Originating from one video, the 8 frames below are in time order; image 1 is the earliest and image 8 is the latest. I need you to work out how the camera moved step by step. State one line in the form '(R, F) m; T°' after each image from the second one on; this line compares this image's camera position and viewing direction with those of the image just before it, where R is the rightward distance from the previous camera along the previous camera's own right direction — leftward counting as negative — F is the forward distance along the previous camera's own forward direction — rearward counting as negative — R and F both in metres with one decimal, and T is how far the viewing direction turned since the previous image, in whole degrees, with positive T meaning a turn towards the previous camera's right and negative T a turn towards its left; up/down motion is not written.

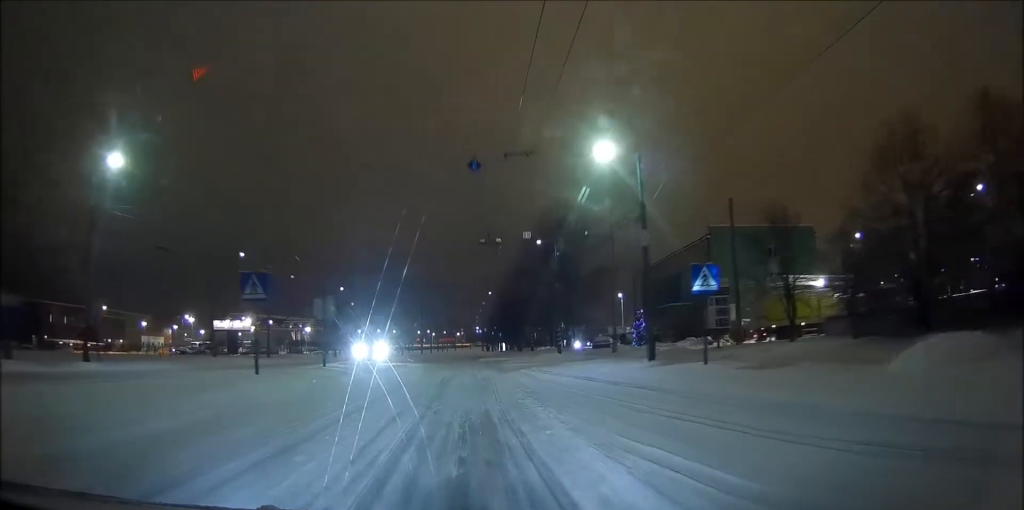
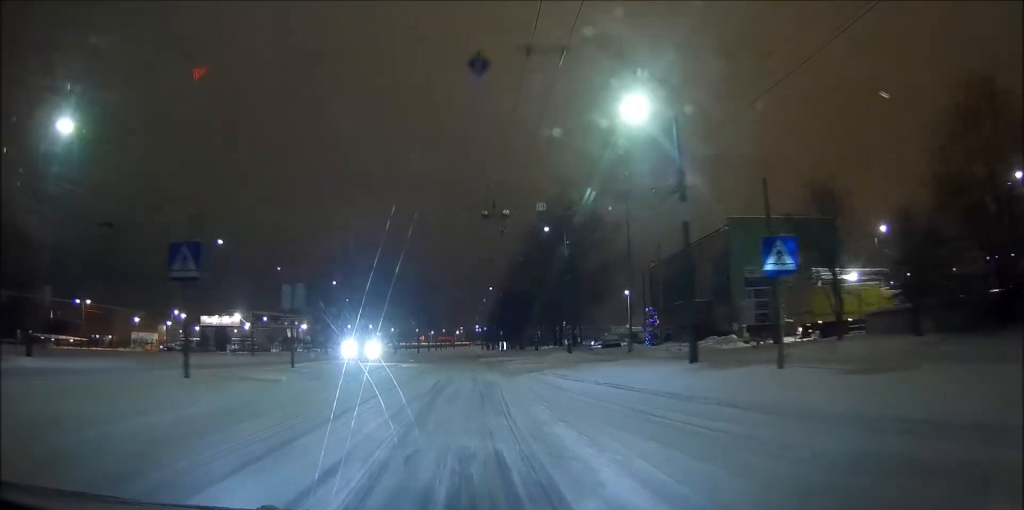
(0.0, +5.5) m; 0°
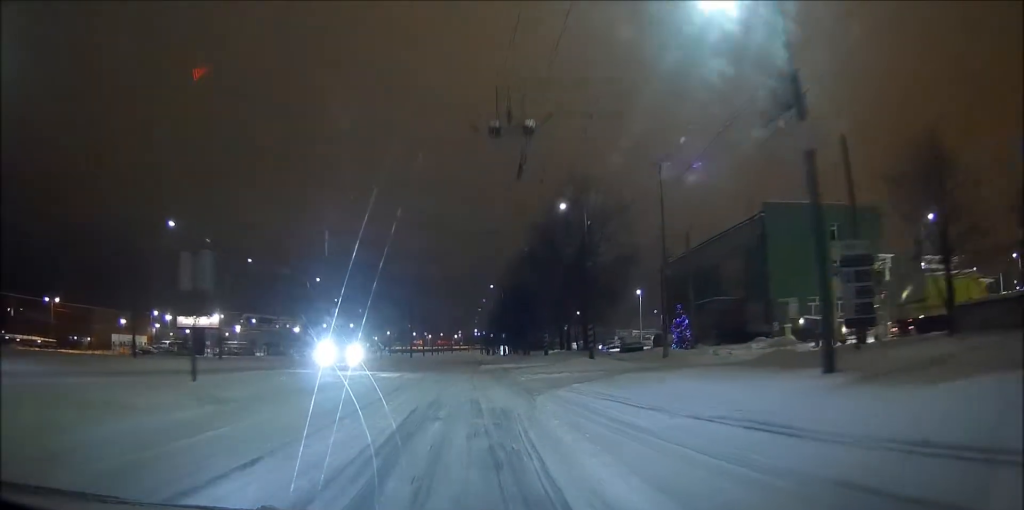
(0.0, +9.4) m; 0°
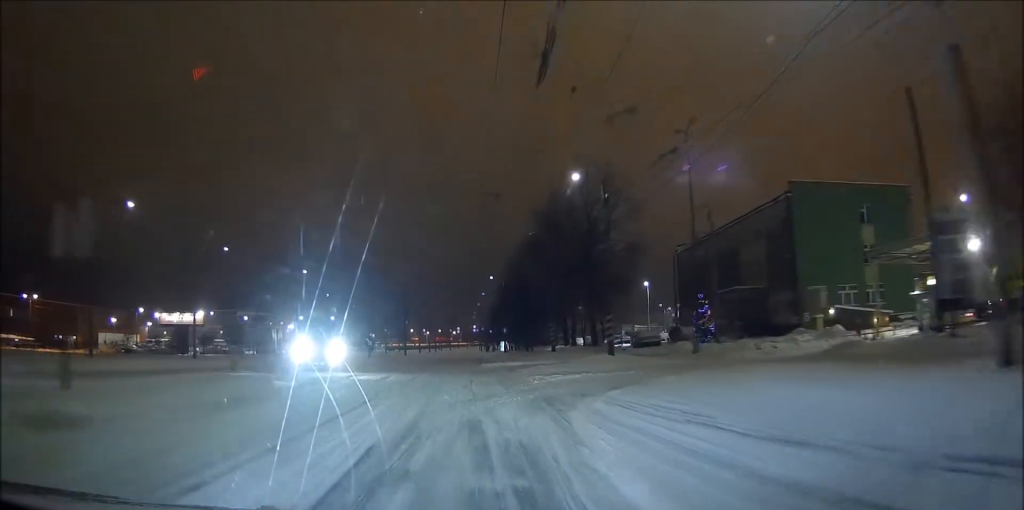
(0.0, +5.9) m; 0°
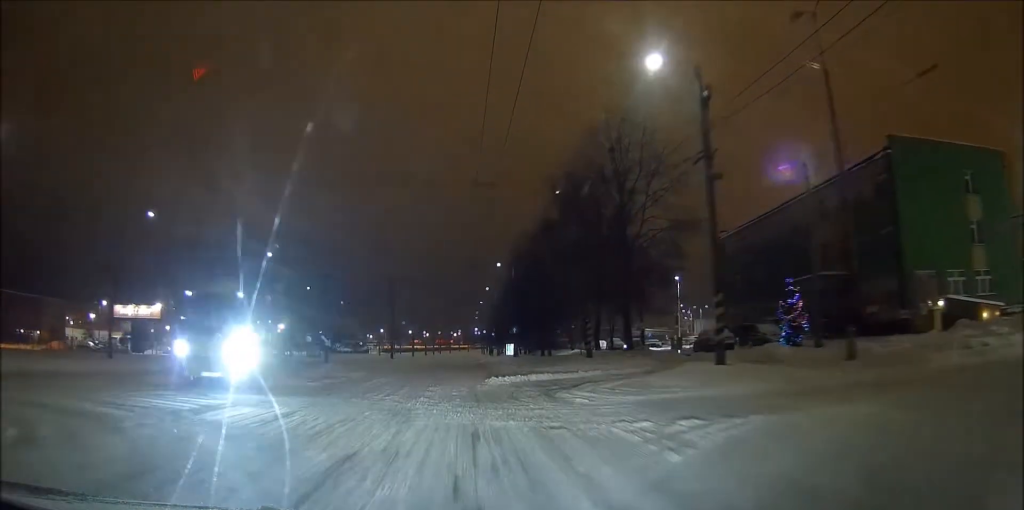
(0.0, +14.9) m; 0°
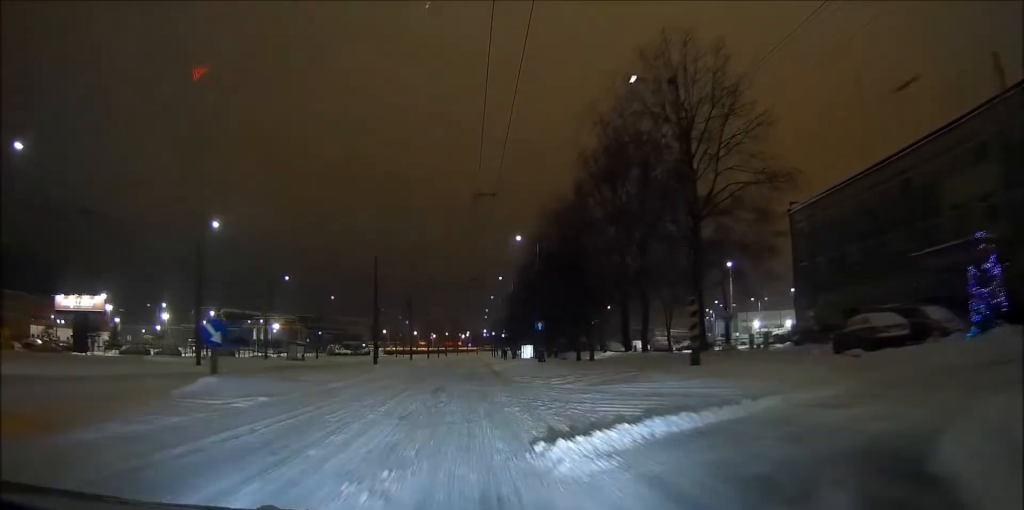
(0.0, +16.1) m; -1°
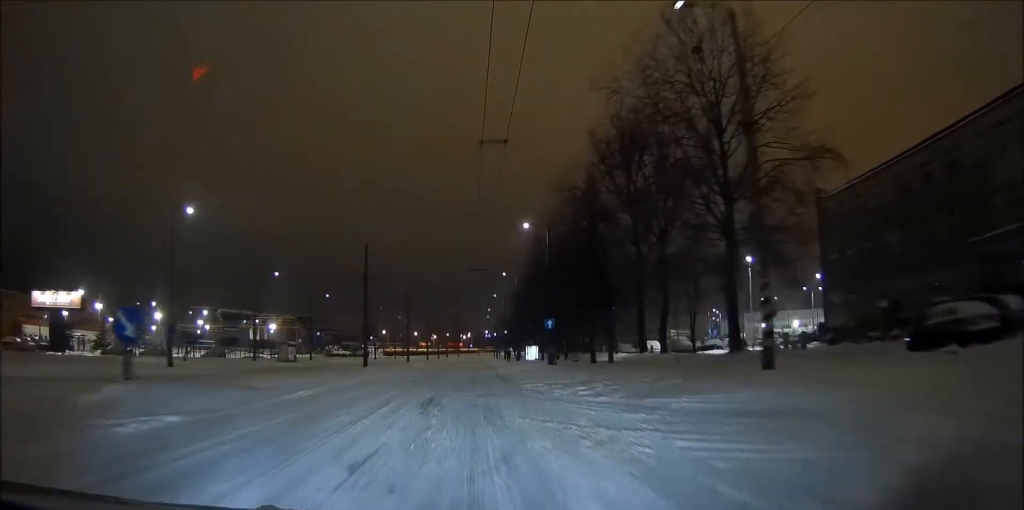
(-0.1, +5.1) m; 0°
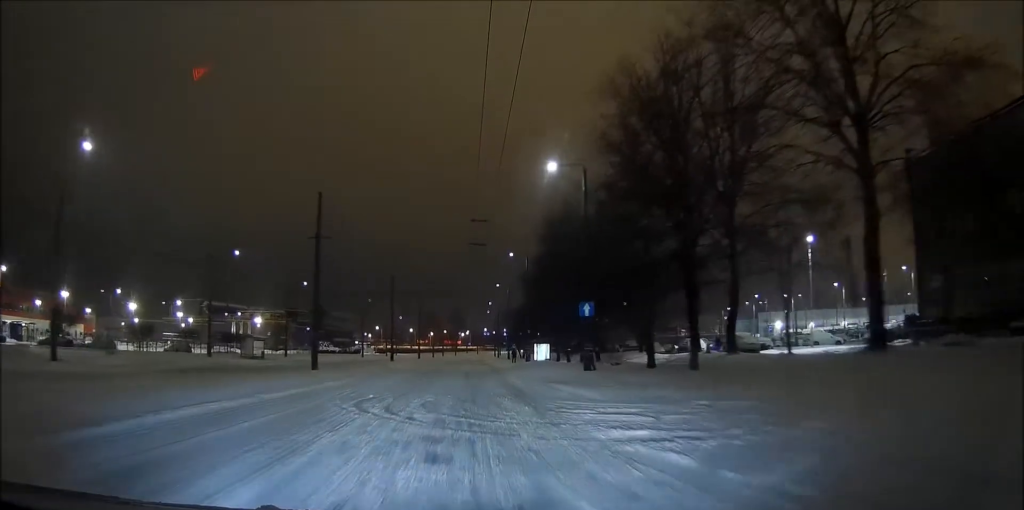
(0.0, +13.8) m; -1°
